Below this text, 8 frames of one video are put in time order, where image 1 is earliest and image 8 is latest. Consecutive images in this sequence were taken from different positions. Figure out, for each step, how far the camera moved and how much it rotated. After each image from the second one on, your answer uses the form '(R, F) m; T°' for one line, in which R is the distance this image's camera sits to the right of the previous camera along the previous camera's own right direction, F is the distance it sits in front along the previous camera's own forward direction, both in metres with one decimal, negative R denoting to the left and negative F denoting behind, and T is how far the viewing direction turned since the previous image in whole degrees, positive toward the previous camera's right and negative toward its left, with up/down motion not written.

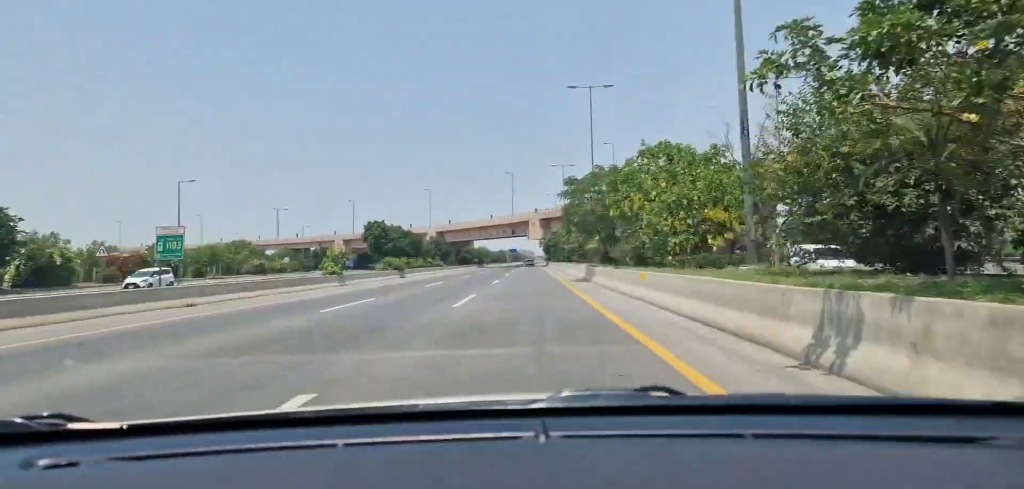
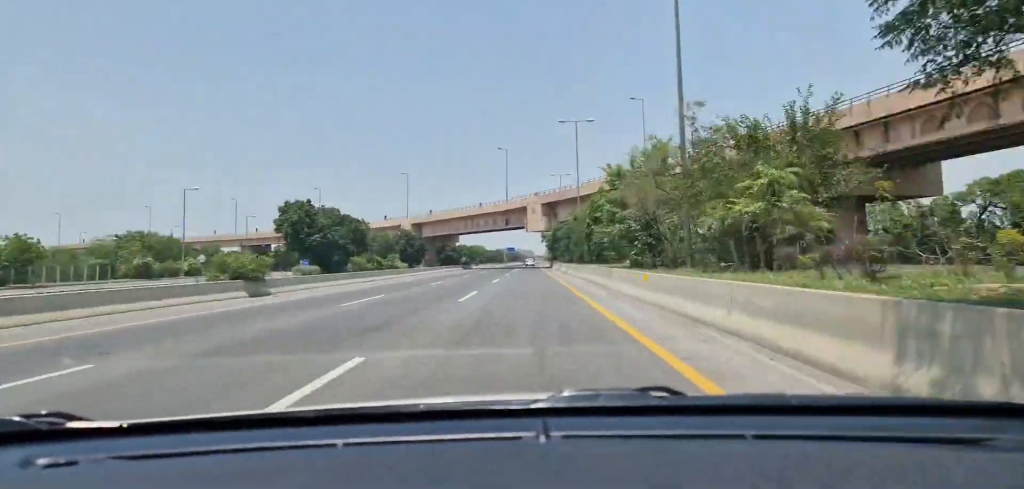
(+0.2, +33.8) m; 0°
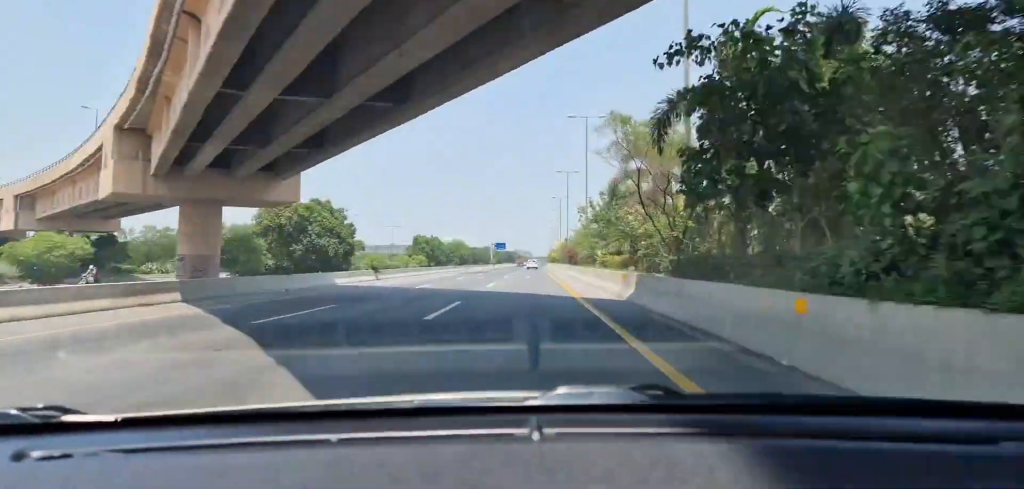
(-1.3, +96.0) m; -1°
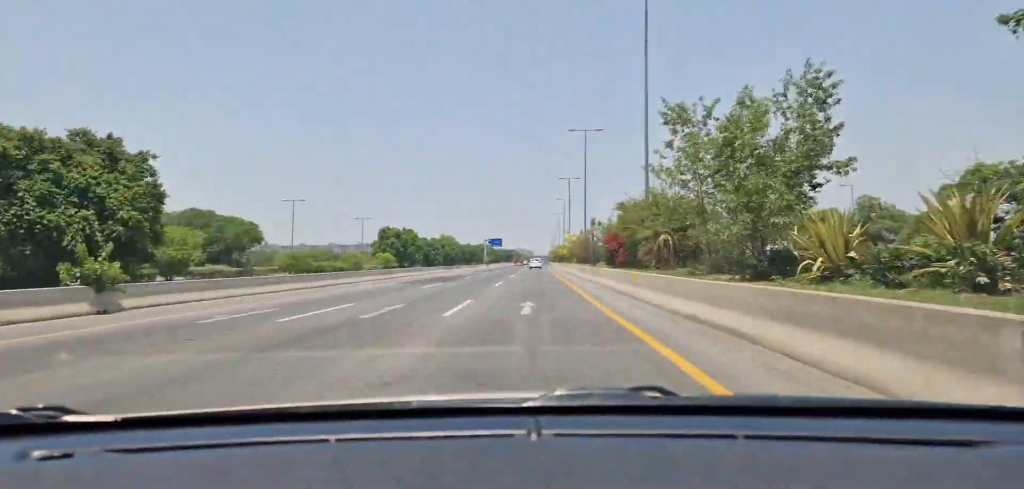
(+0.1, +35.1) m; +1°
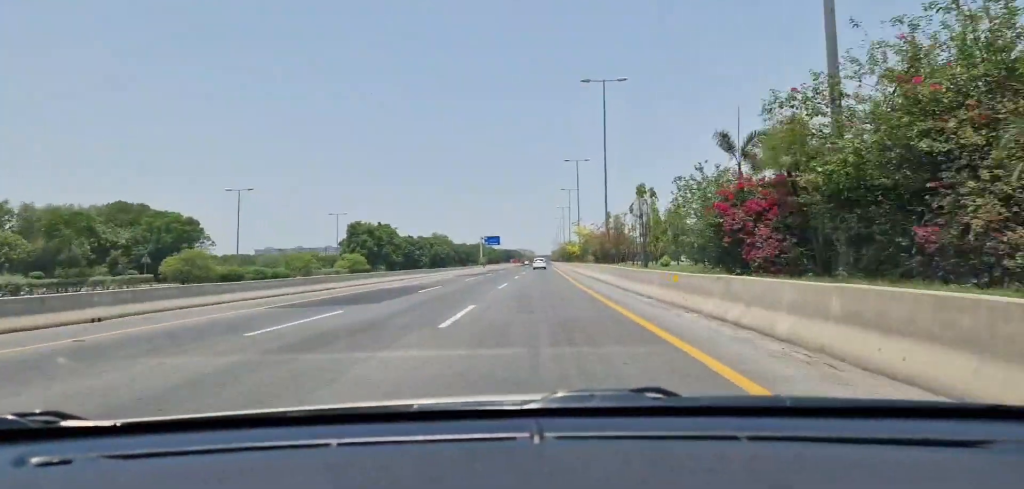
(0.0, +21.3) m; +1°
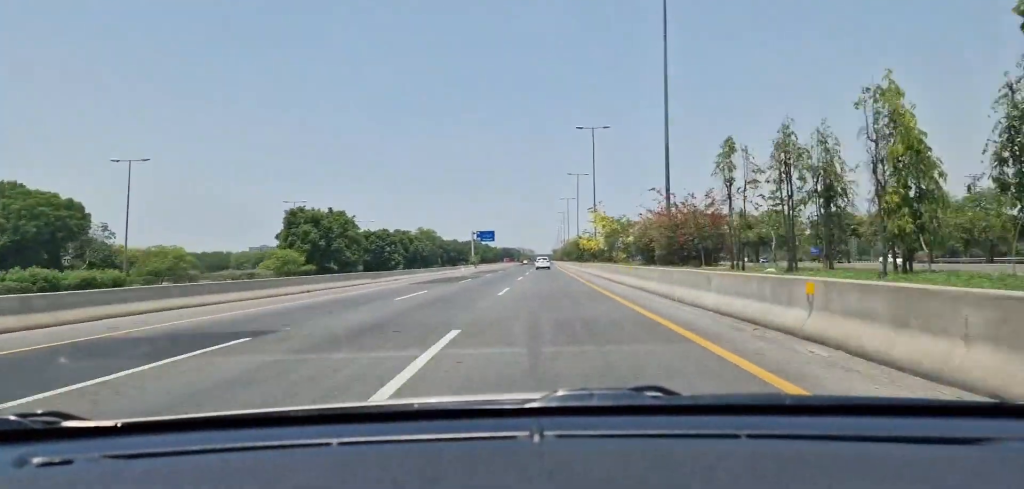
(+0.3, +24.9) m; 0°
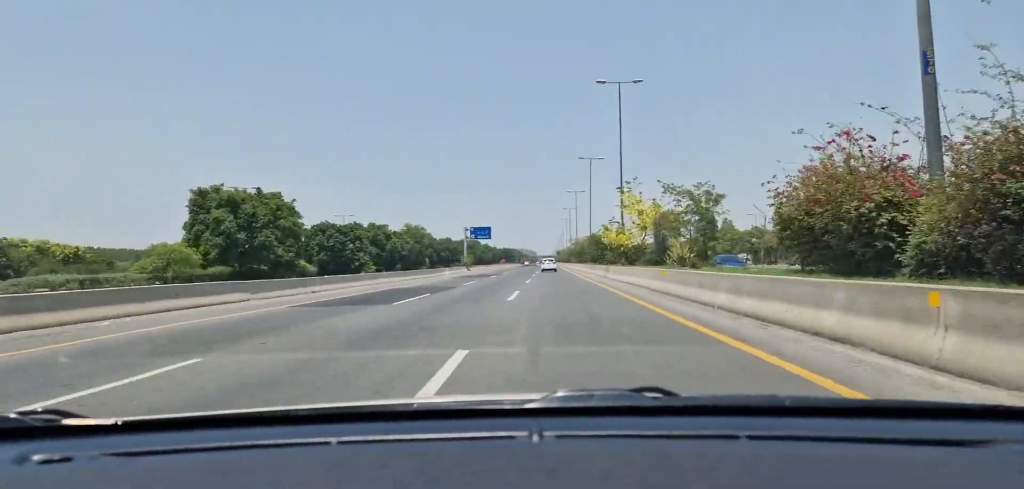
(+0.2, +19.8) m; 0°
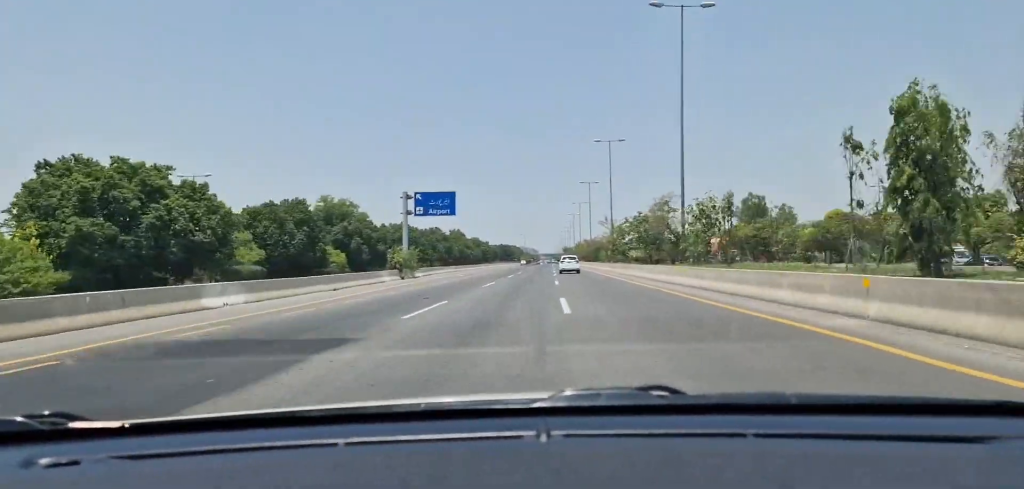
(-0.6, +61.0) m; 0°
